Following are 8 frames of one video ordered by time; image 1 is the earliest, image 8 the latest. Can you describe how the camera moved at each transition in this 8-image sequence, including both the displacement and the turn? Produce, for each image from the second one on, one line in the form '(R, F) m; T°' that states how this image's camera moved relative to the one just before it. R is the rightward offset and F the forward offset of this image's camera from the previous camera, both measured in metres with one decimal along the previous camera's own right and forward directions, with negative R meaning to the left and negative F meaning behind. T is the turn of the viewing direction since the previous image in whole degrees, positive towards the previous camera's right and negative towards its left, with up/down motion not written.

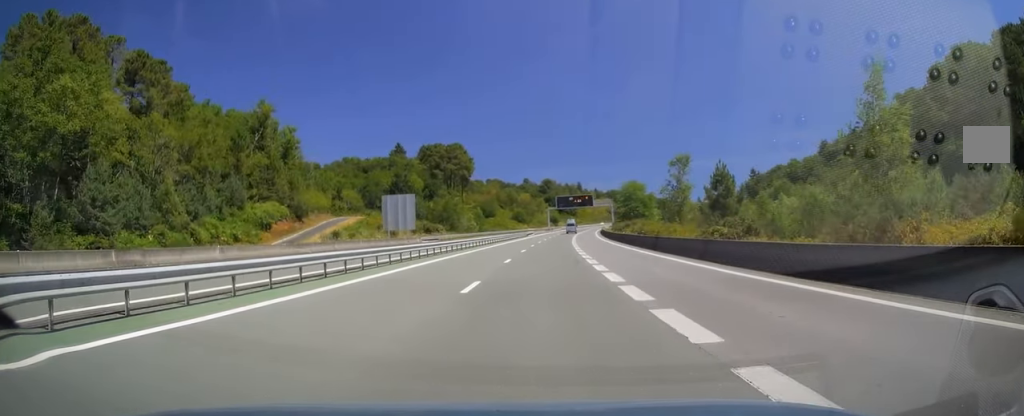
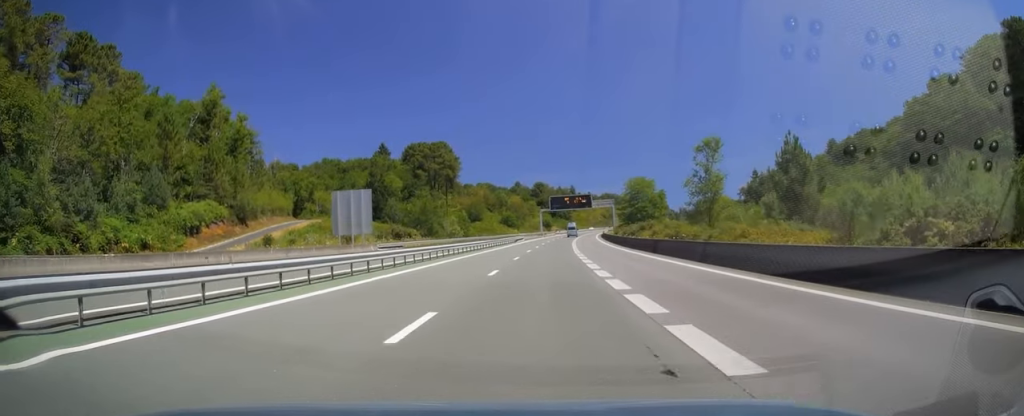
(+0.1, +19.1) m; 0°
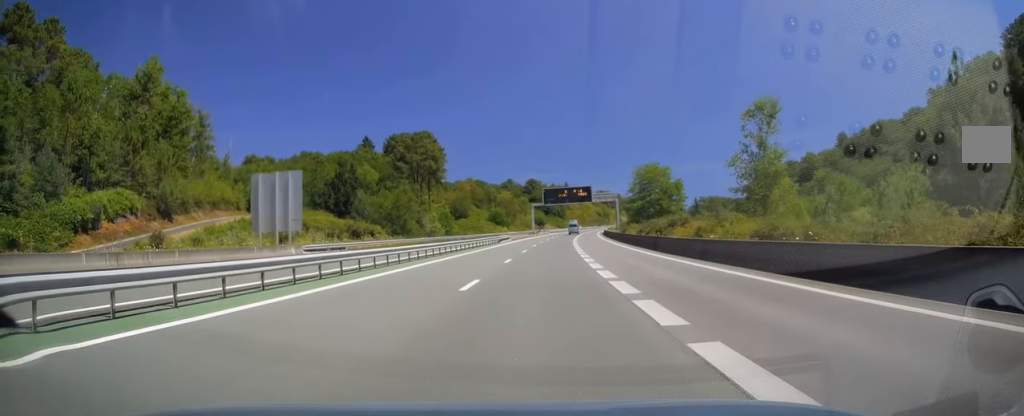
(+0.1, +19.1) m; +1°
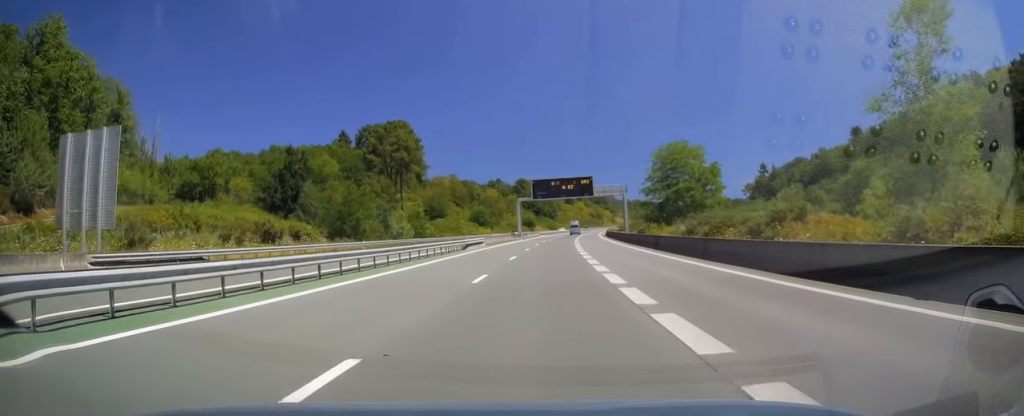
(+0.2, +24.0) m; +1°
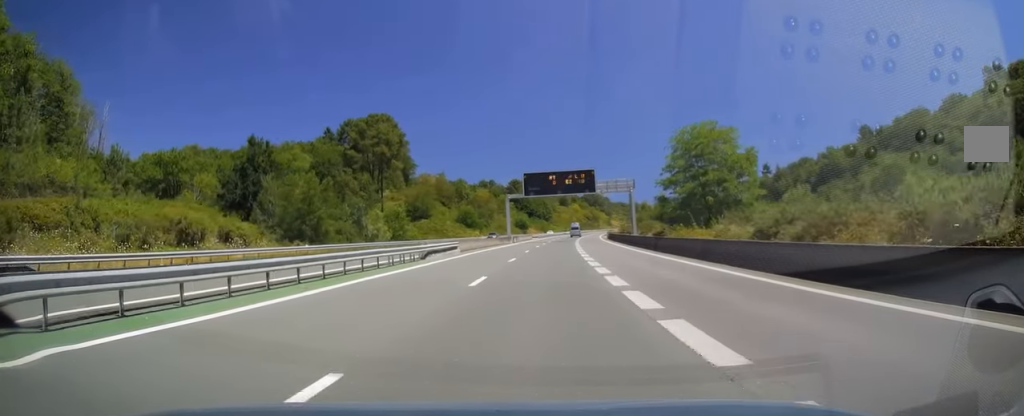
(+0.2, +13.7) m; +1°
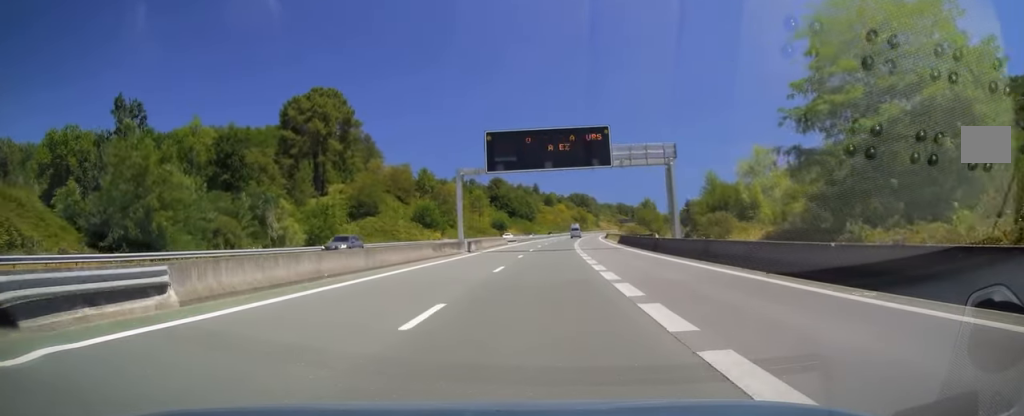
(+0.2, +33.2) m; +1°
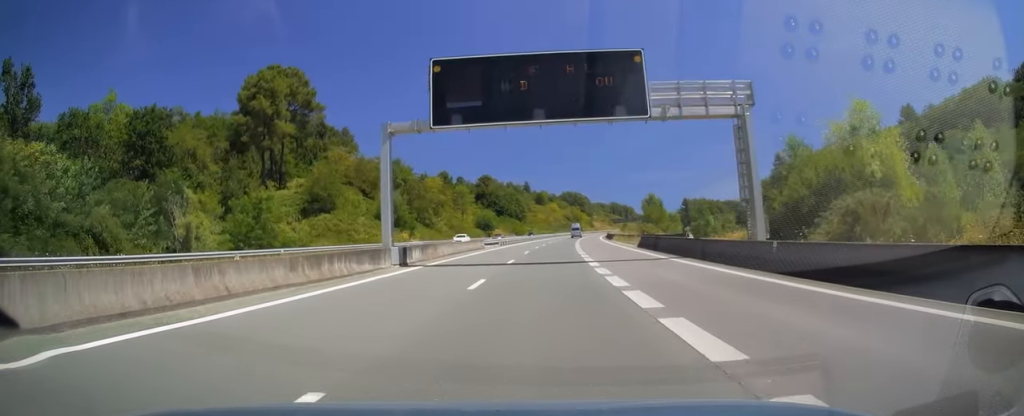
(+0.3, +19.4) m; +1°
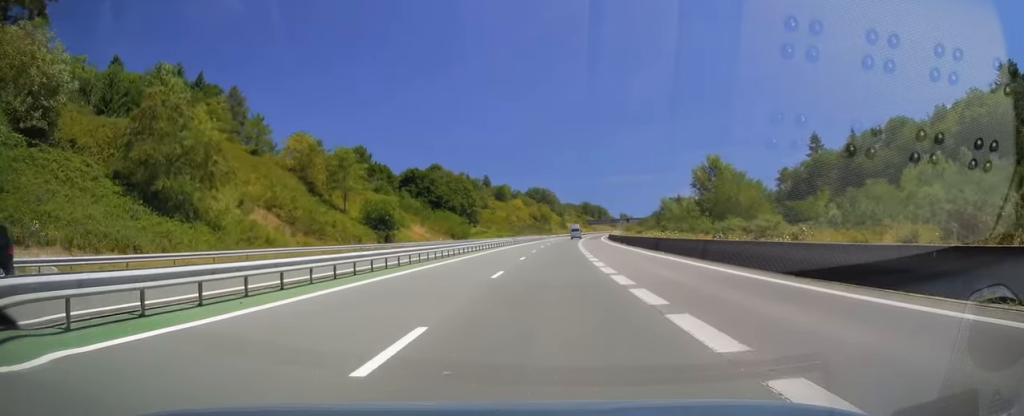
(+2.8, +73.8) m; +4°
